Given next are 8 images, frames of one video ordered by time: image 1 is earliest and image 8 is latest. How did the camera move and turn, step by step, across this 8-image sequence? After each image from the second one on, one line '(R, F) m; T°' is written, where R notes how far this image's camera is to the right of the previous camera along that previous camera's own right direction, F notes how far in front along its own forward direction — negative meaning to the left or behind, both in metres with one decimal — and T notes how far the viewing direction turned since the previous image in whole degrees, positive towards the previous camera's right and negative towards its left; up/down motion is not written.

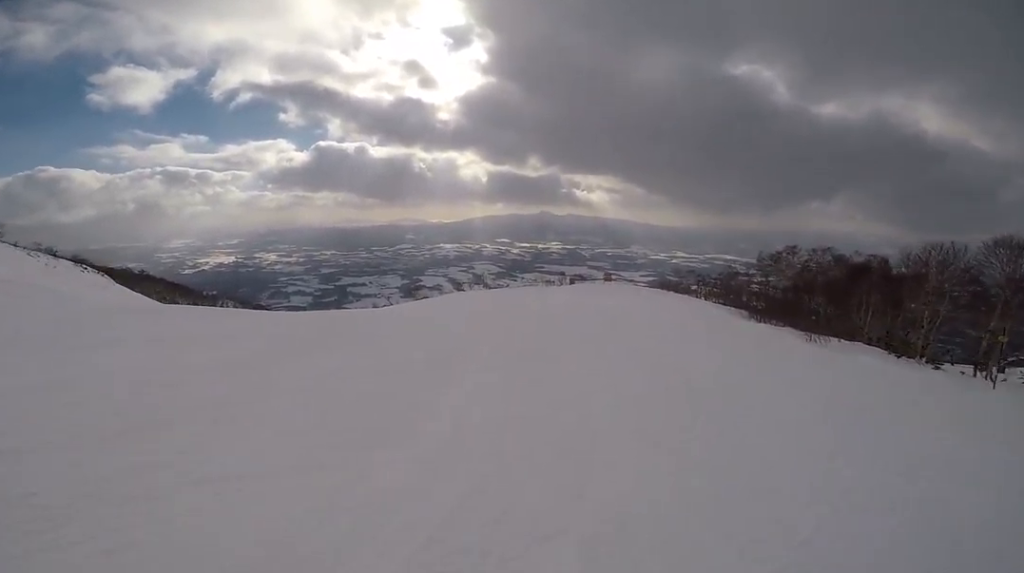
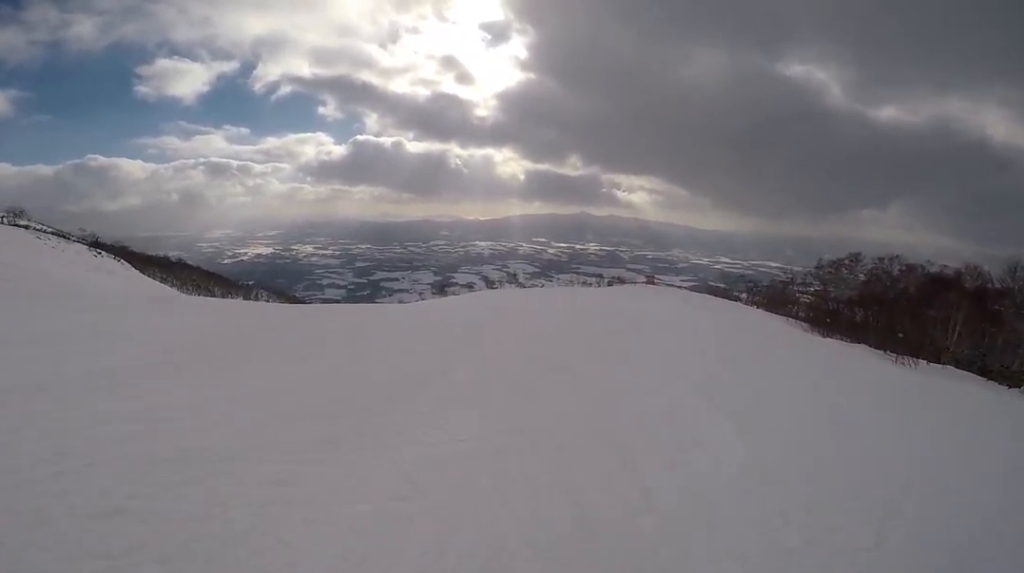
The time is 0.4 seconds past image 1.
(+0.5, +2.6) m; -12°
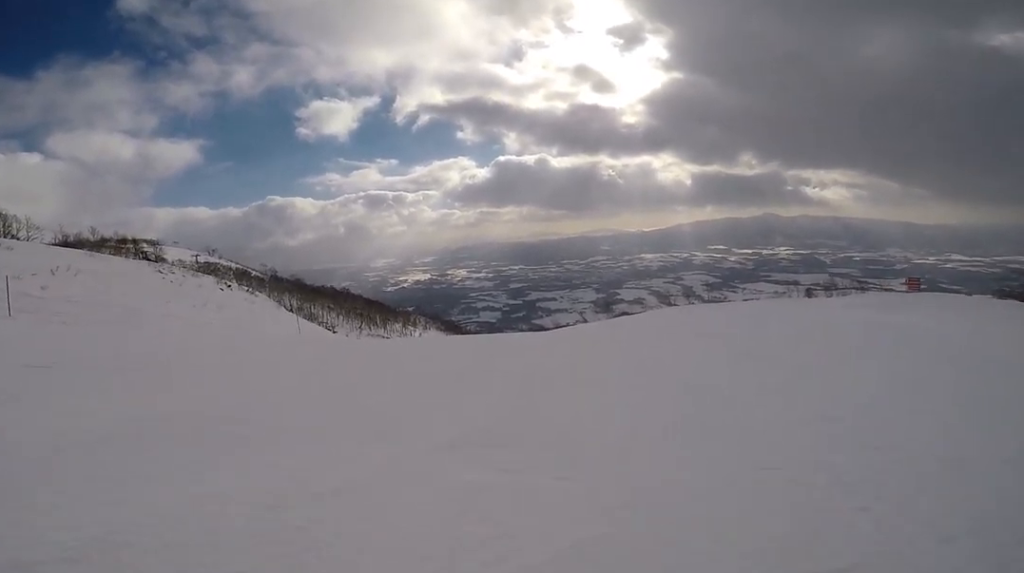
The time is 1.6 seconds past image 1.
(-3.0, +6.8) m; -23°
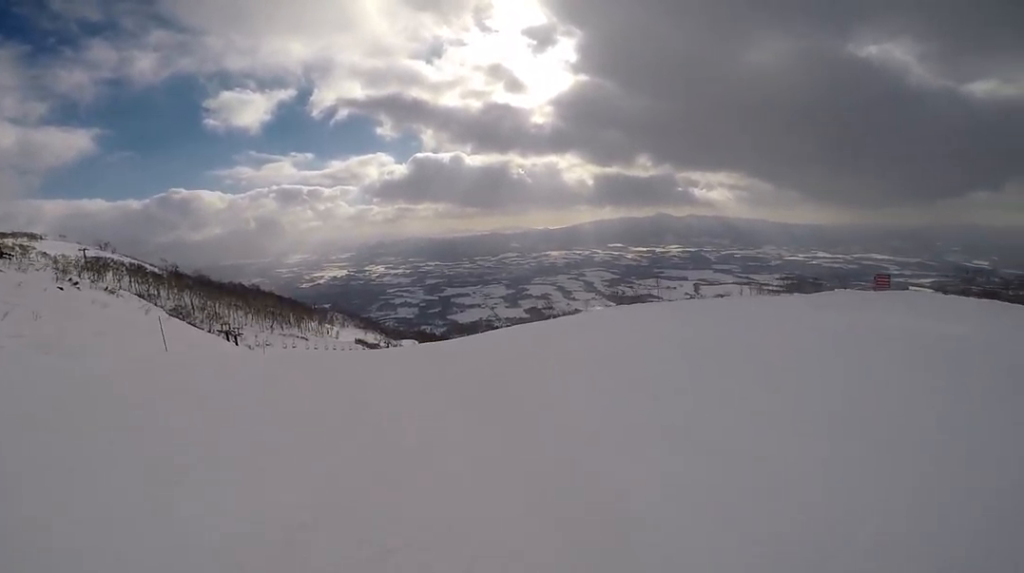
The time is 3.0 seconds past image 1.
(+0.1, +8.8) m; -1°
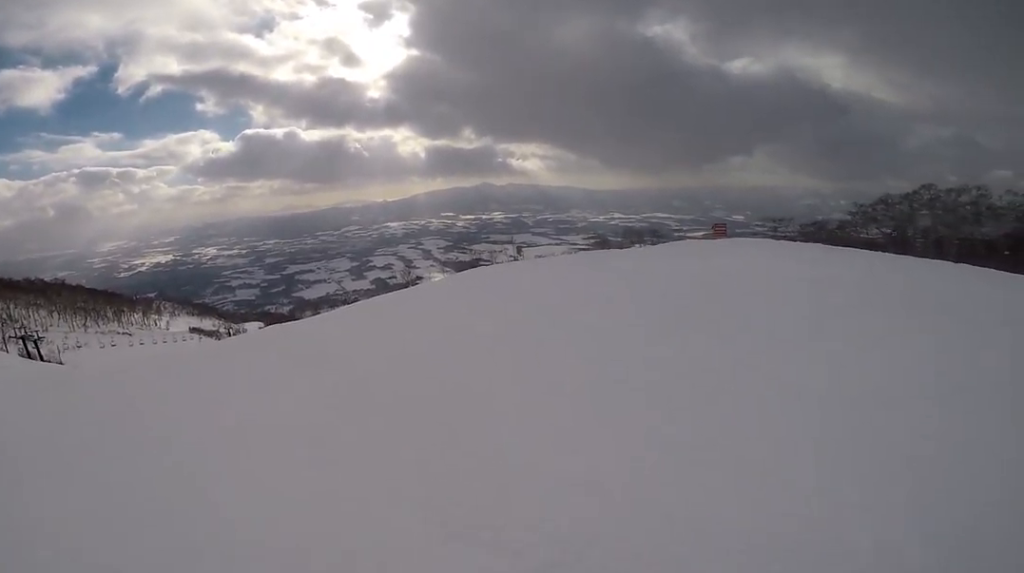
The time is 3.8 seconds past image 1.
(-0.7, +4.7) m; +13°
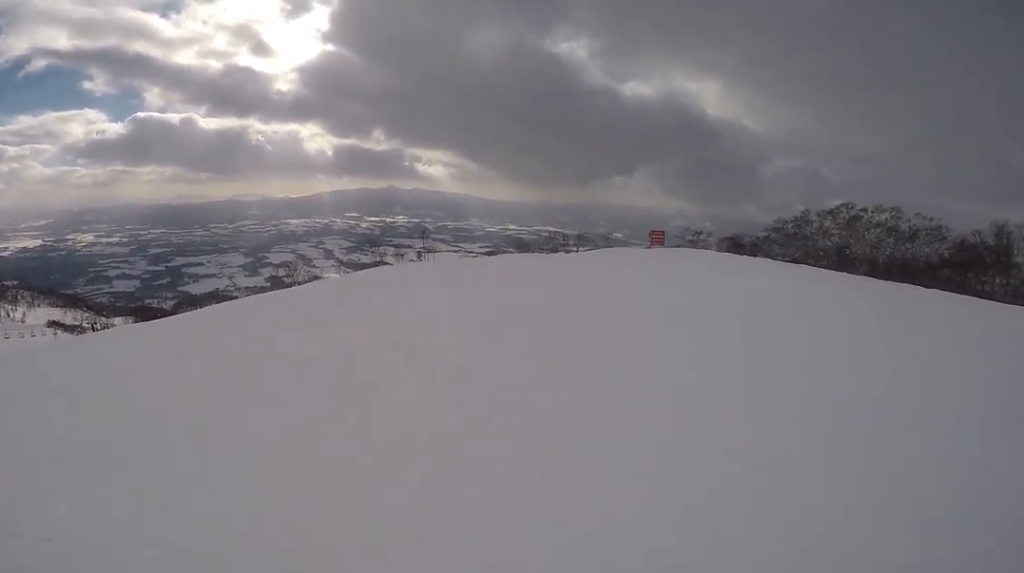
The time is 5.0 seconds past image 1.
(+3.3, +7.6) m; +25°
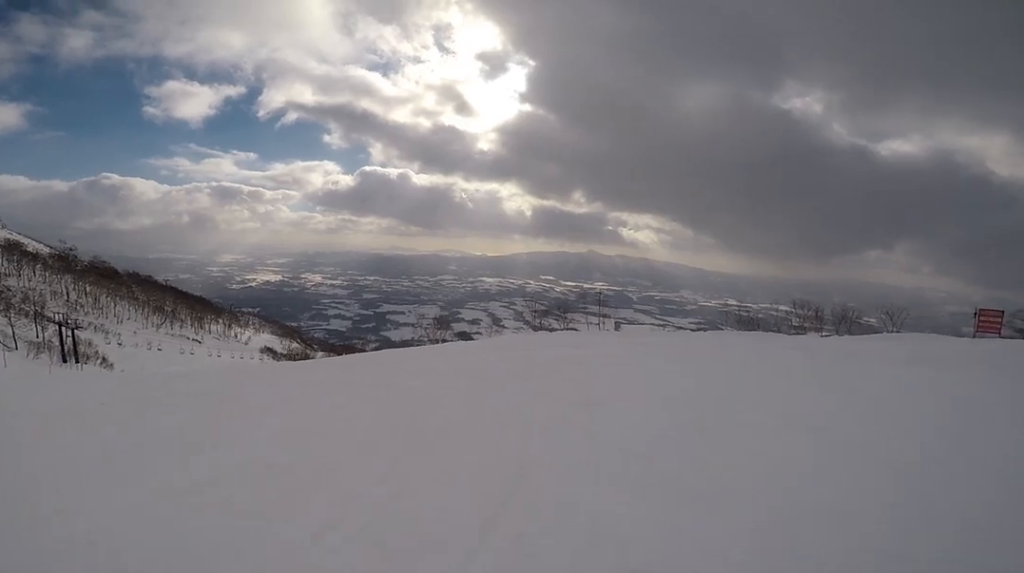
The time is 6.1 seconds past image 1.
(0.0, +7.7) m; -8°
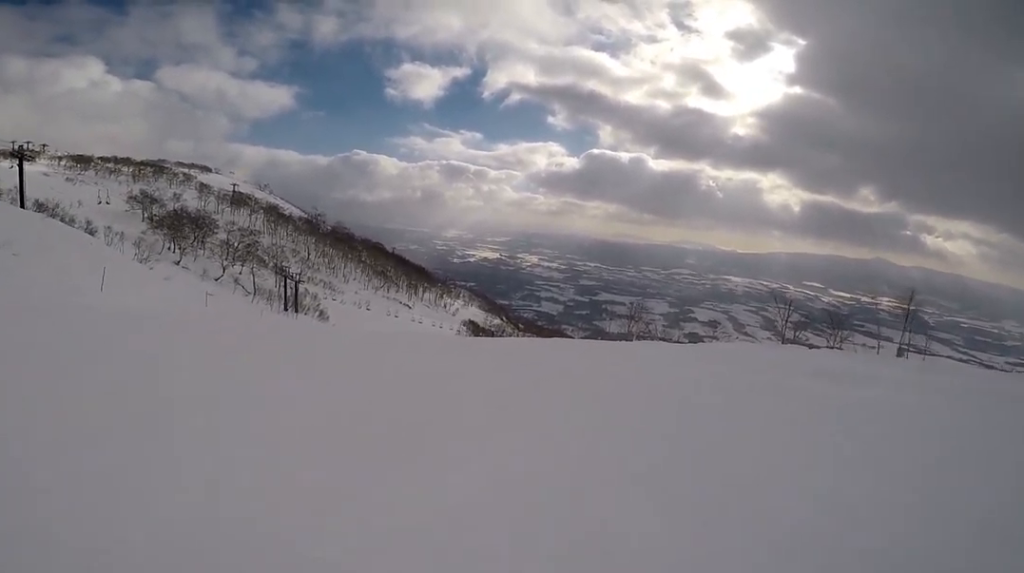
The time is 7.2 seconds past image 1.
(-0.9, +6.4) m; -21°
